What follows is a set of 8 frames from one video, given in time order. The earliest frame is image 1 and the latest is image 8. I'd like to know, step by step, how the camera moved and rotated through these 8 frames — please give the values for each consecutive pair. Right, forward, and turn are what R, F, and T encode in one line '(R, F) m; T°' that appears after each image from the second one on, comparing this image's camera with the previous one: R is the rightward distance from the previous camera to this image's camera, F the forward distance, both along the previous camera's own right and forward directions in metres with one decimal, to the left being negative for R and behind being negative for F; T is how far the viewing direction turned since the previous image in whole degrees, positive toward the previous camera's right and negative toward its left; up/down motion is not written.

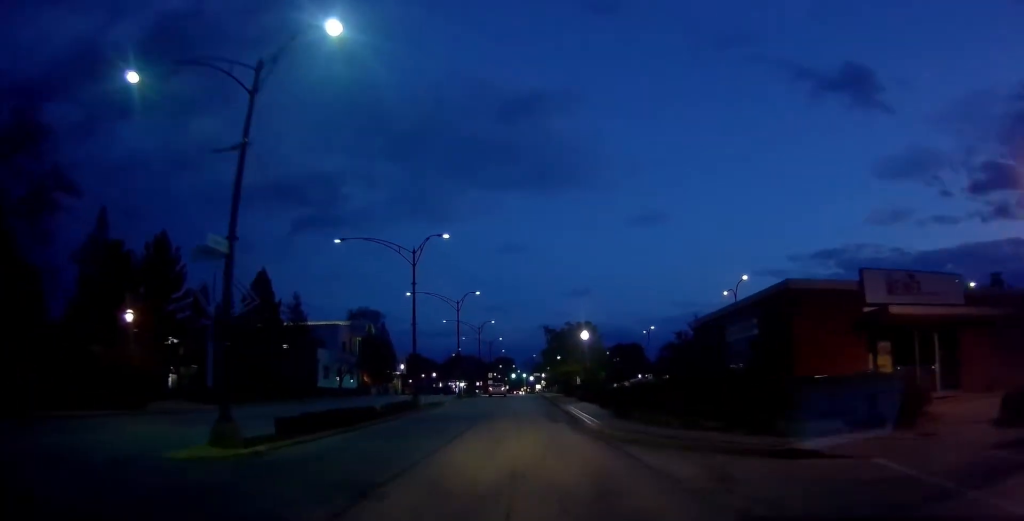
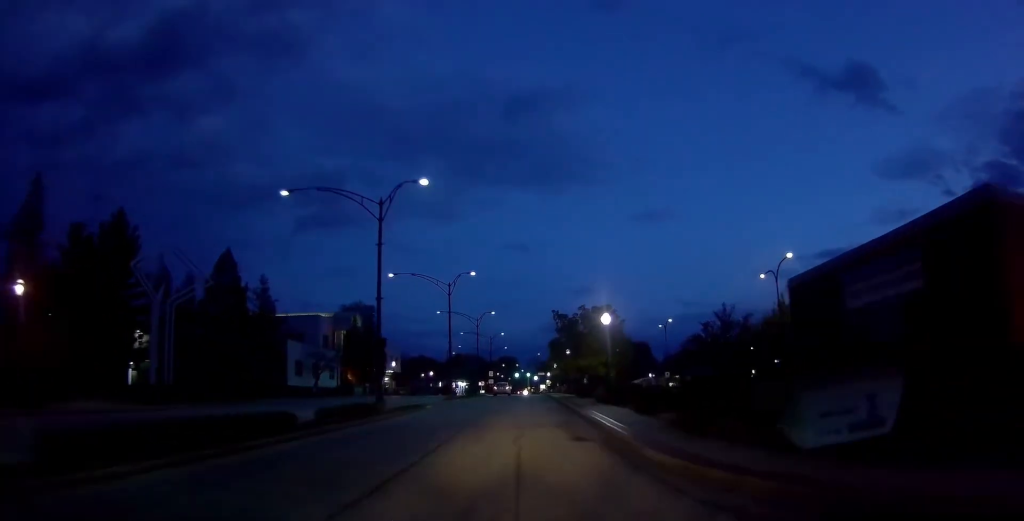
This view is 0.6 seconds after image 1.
(+0.1, +8.5) m; -1°
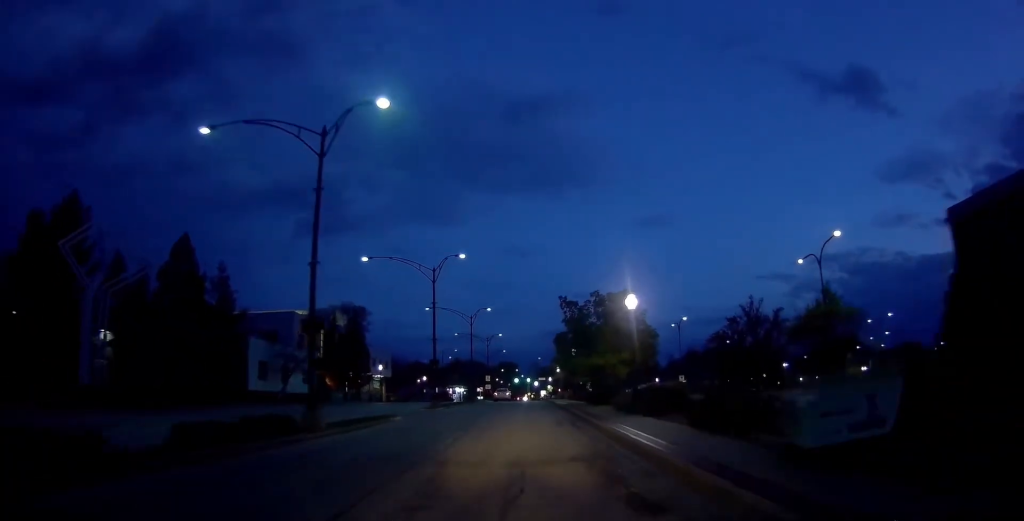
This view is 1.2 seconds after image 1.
(-0.3, +8.2) m; 0°
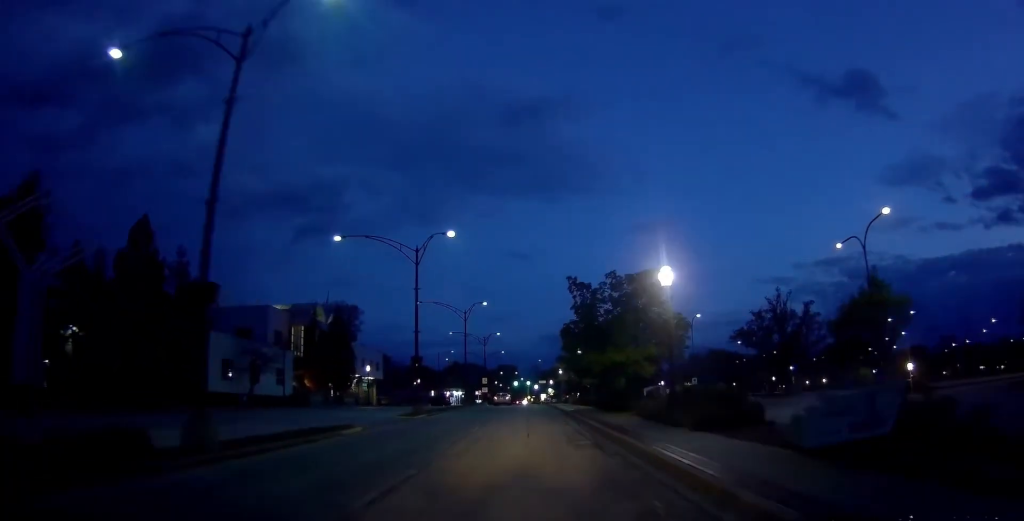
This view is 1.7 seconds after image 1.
(-0.1, +6.4) m; 0°
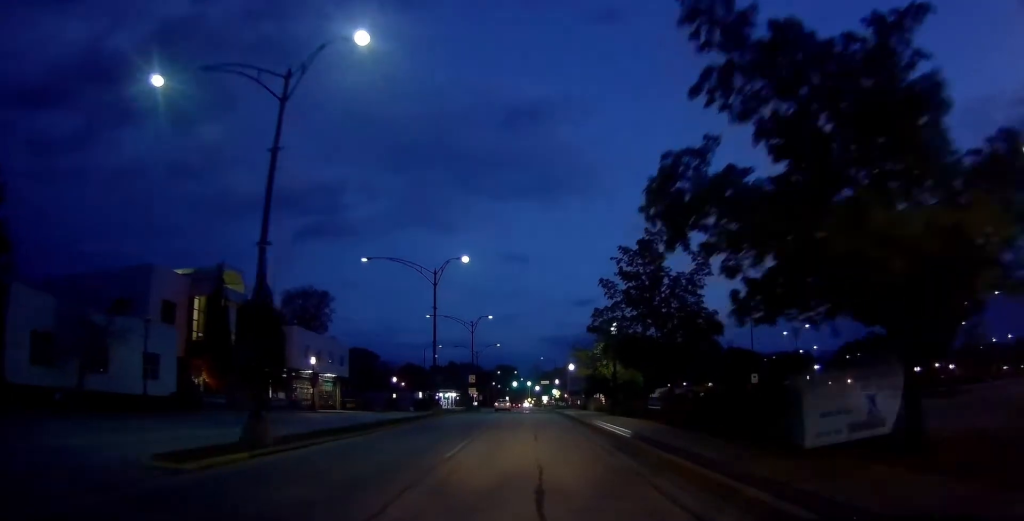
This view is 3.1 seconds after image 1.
(+0.5, +19.5) m; +2°
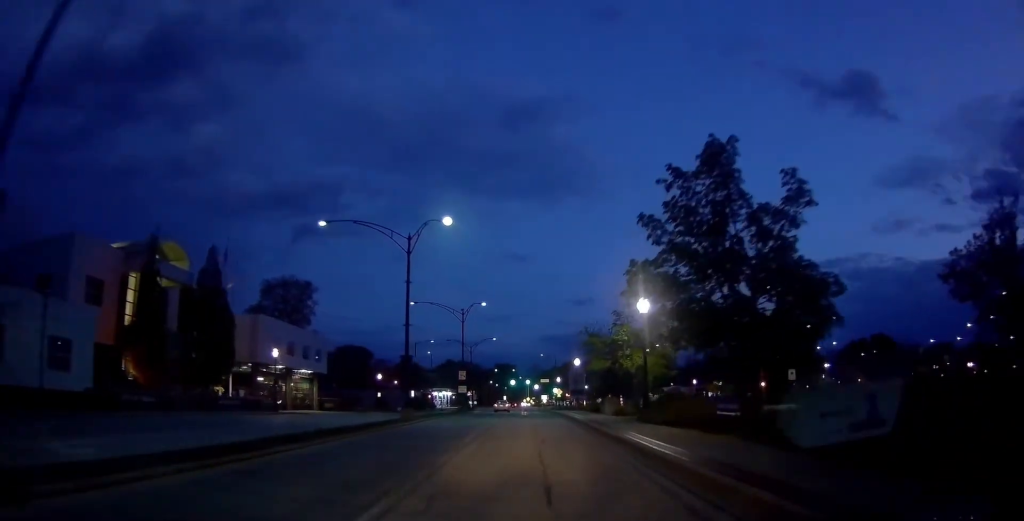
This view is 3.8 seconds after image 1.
(0.0, +8.6) m; 0°
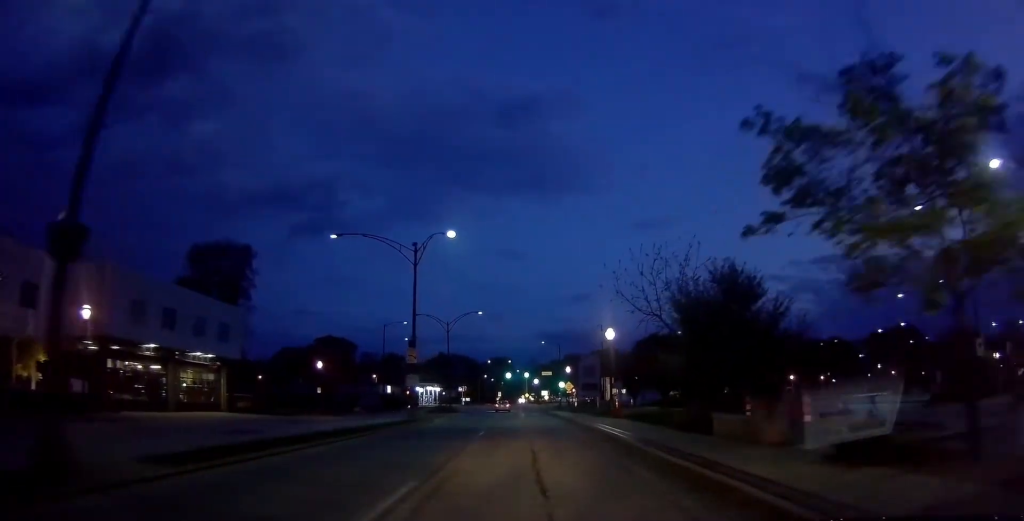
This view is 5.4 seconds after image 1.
(0.0, +22.4) m; -3°
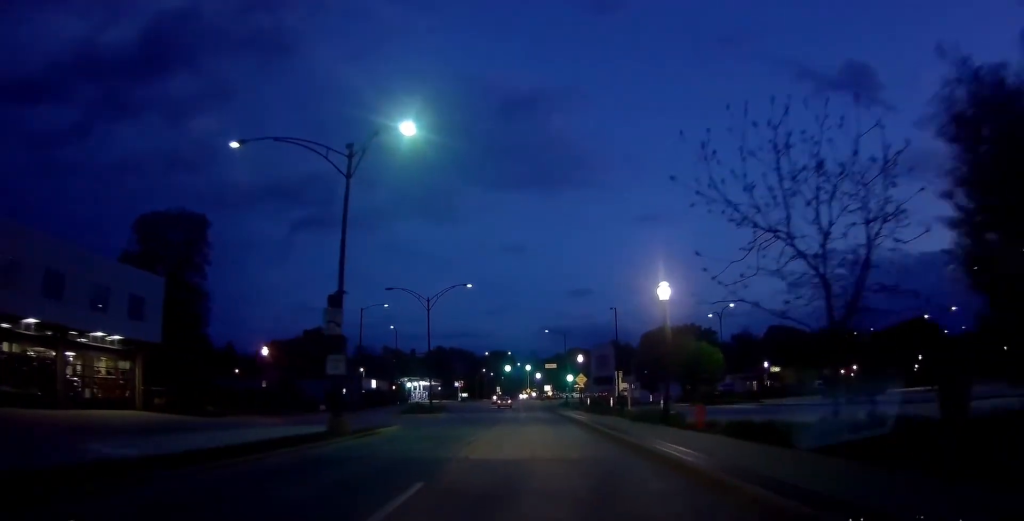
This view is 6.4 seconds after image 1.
(-0.7, +12.7) m; -1°
